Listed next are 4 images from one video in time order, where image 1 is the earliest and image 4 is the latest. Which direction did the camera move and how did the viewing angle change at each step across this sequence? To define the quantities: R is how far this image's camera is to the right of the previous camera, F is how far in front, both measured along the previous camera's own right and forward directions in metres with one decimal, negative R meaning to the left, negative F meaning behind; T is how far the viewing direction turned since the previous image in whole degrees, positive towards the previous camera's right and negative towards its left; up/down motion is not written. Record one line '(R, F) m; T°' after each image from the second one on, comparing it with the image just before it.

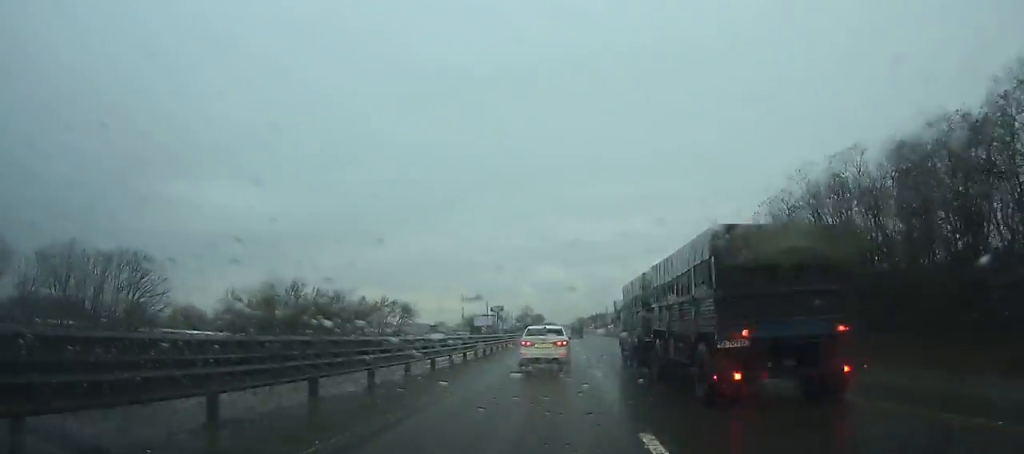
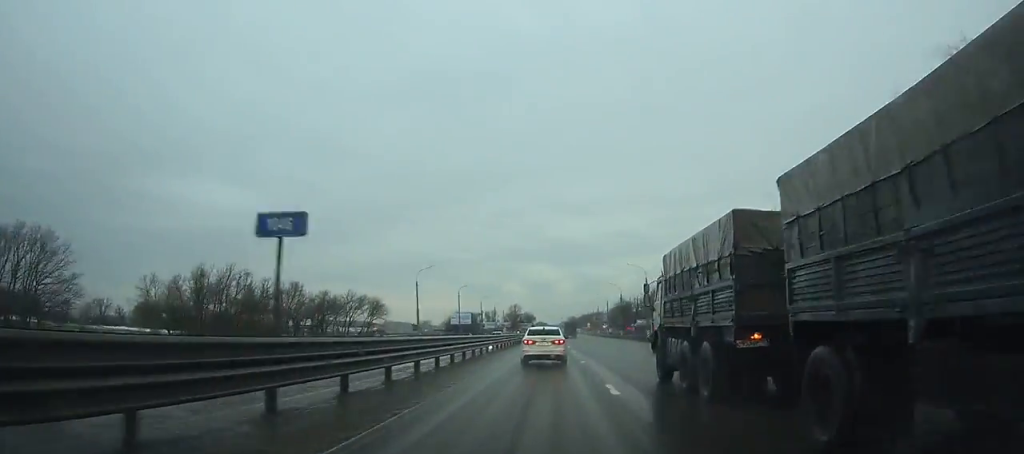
(+0.2, +28.6) m; 0°
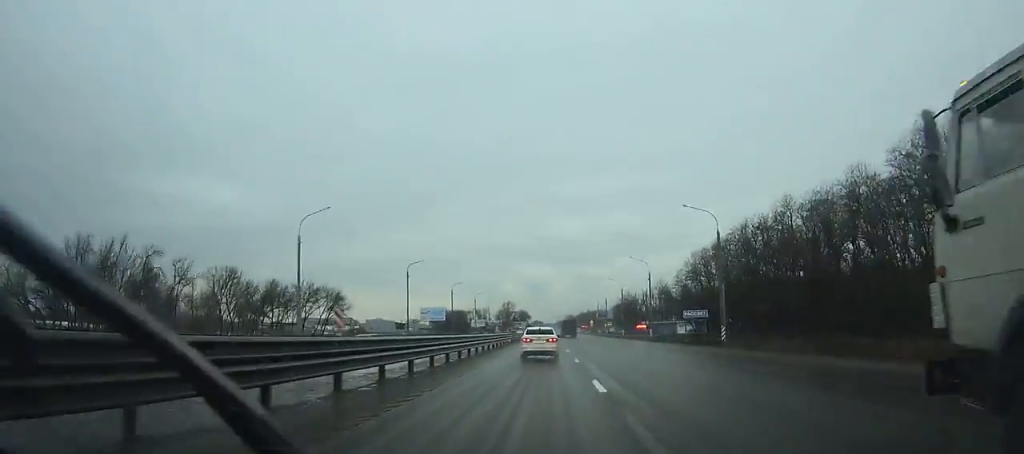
(0.0, +35.8) m; 0°
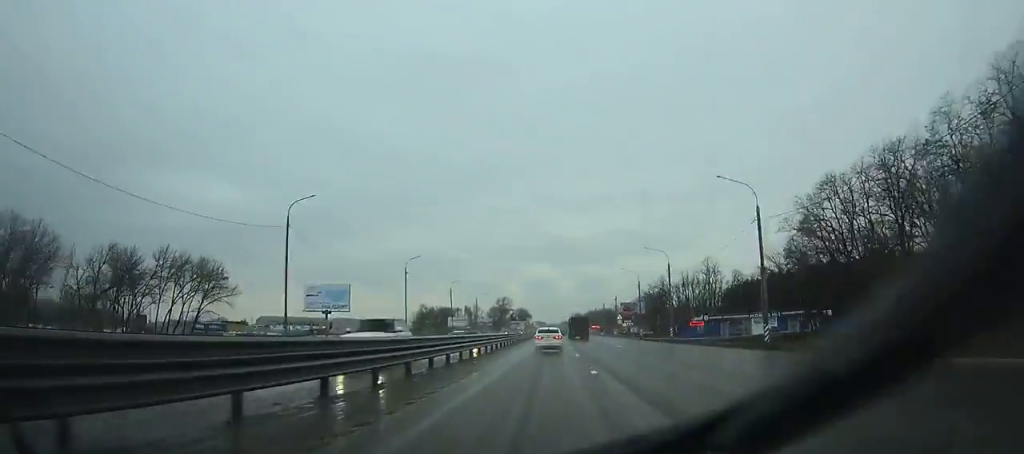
(-0.2, +65.8) m; 0°
